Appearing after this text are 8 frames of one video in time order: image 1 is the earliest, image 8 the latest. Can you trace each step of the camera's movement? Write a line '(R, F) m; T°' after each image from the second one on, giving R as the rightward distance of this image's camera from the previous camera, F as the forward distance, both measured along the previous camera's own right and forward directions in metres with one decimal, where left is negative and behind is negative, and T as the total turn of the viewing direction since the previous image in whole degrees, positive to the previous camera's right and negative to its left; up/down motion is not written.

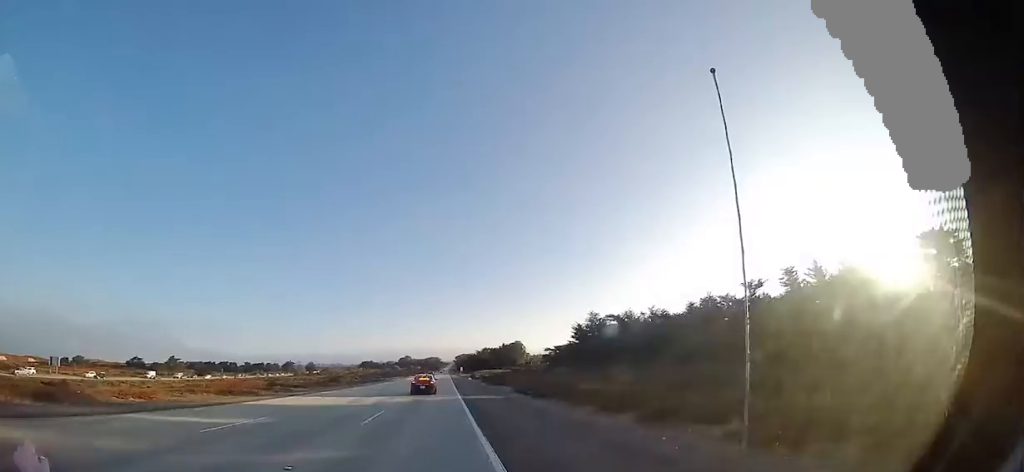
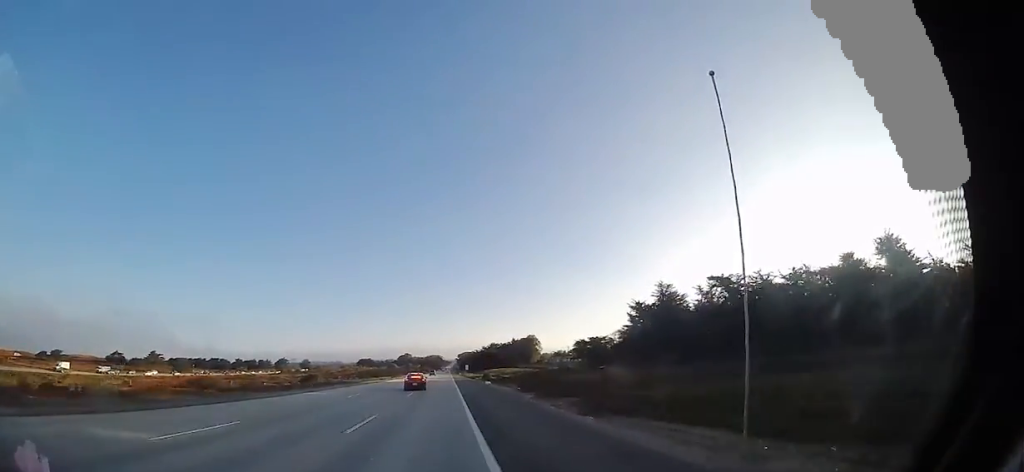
(0.0, +31.7) m; +1°
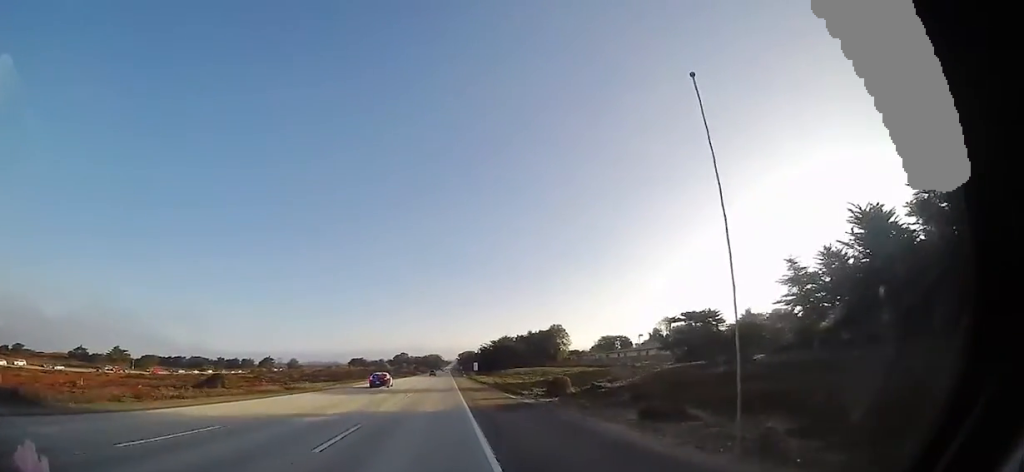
(+0.7, +45.6) m; +1°
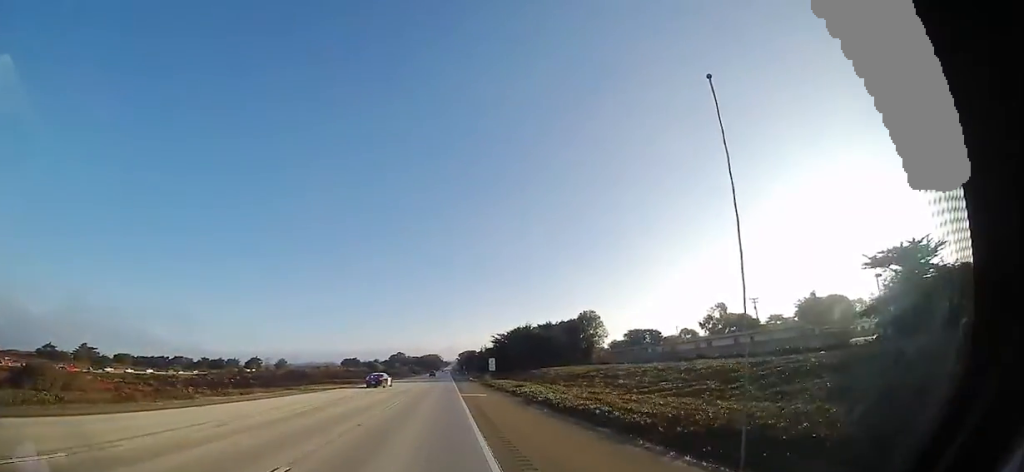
(+0.1, +34.5) m; +1°
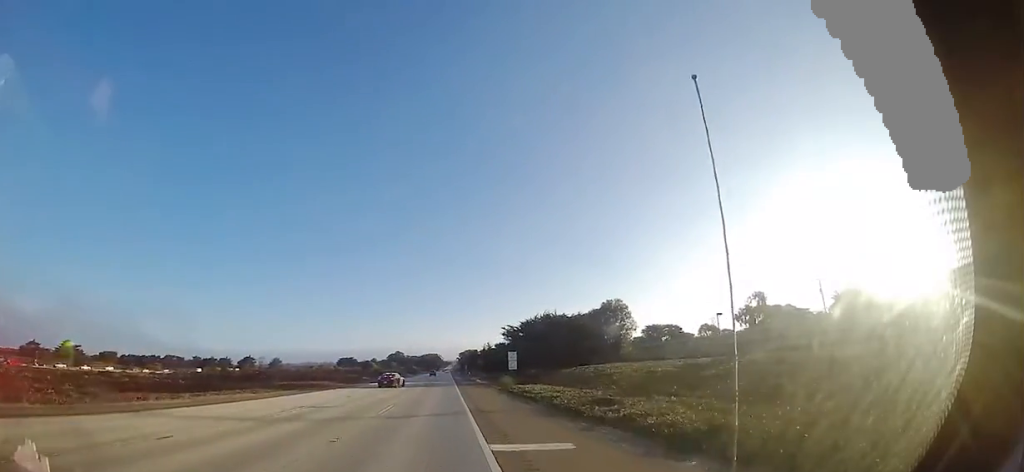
(+0.1, +17.5) m; 0°
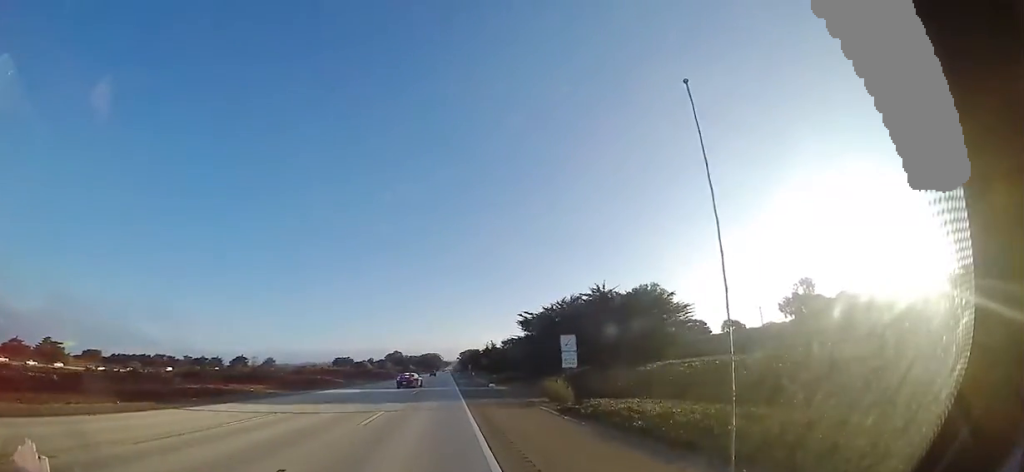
(0.0, +17.8) m; 0°
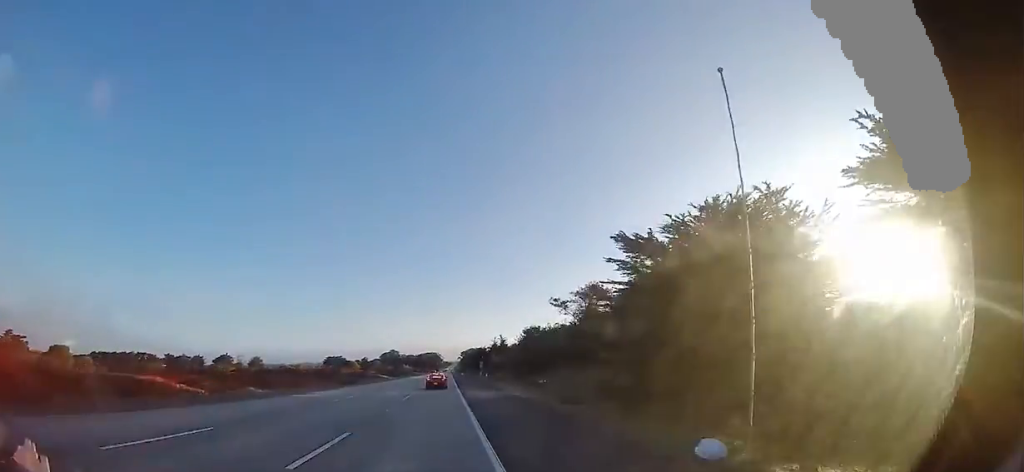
(-0.1, +33.7) m; 0°
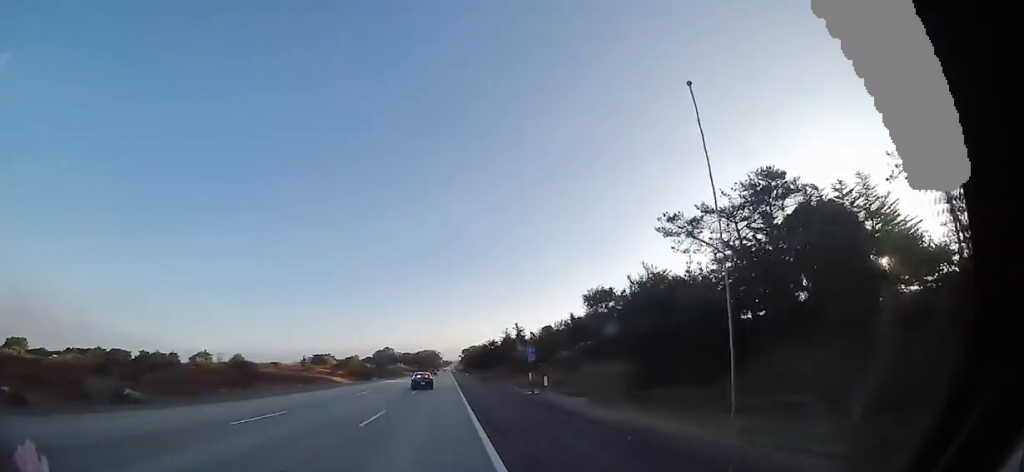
(-0.1, +39.3) m; 0°
